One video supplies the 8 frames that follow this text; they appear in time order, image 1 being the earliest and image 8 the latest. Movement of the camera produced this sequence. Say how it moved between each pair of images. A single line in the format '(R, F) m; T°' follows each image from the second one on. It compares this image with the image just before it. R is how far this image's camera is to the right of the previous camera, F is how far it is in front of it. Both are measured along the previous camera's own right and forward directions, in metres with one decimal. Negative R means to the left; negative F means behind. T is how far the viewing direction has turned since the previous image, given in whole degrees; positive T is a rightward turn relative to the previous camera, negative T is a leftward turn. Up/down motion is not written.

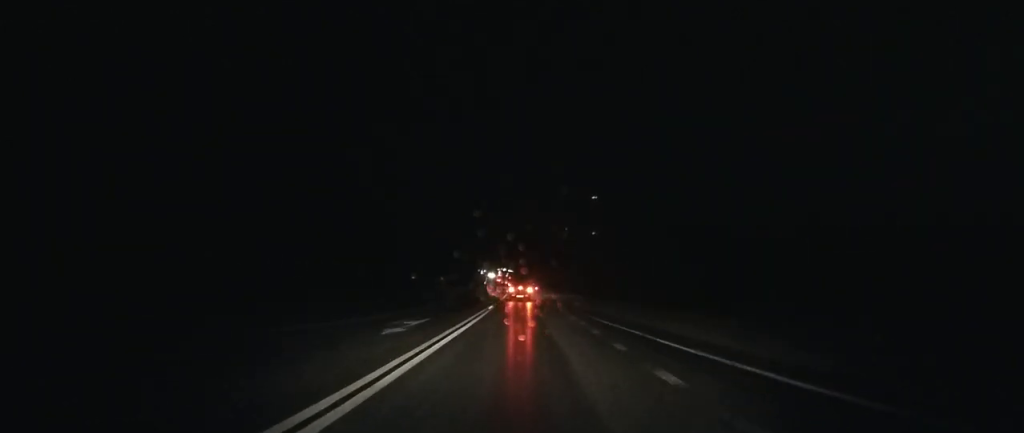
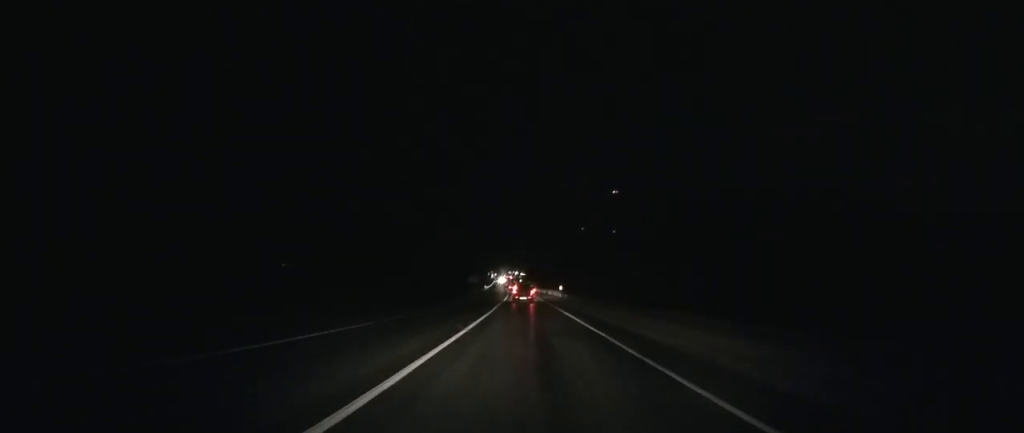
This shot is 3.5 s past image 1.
(0.0, +70.2) m; 0°
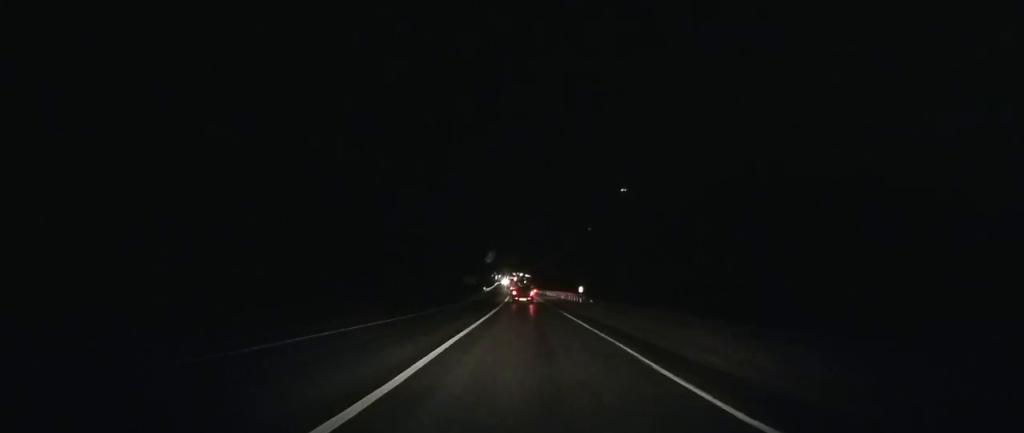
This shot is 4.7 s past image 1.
(+0.1, +24.2) m; 0°
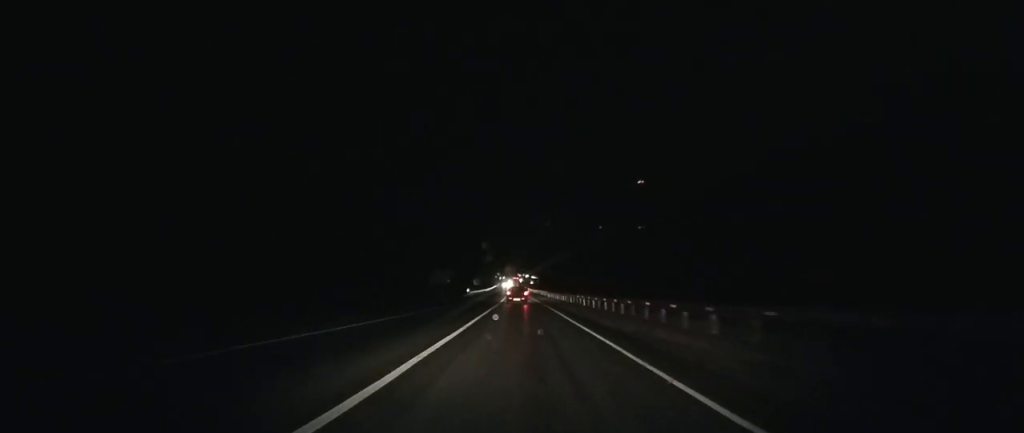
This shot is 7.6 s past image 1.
(-0.4, +58.8) m; 0°
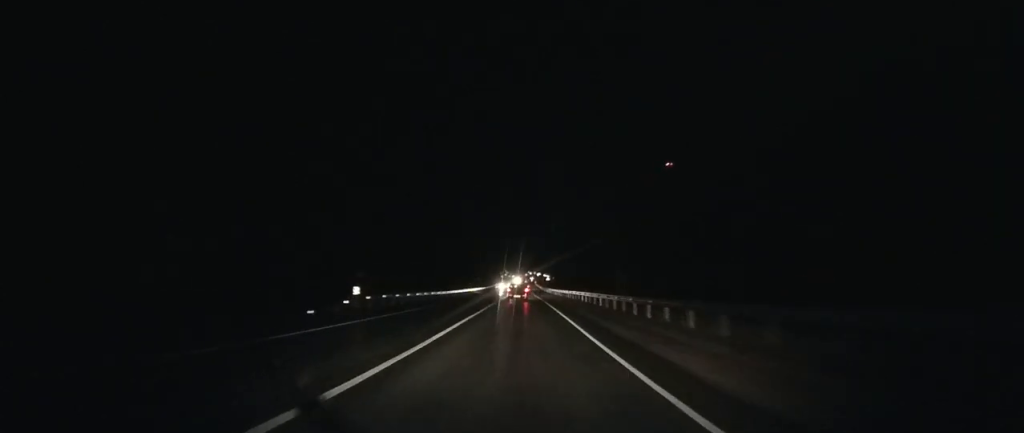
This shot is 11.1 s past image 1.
(+0.3, +74.0) m; 0°
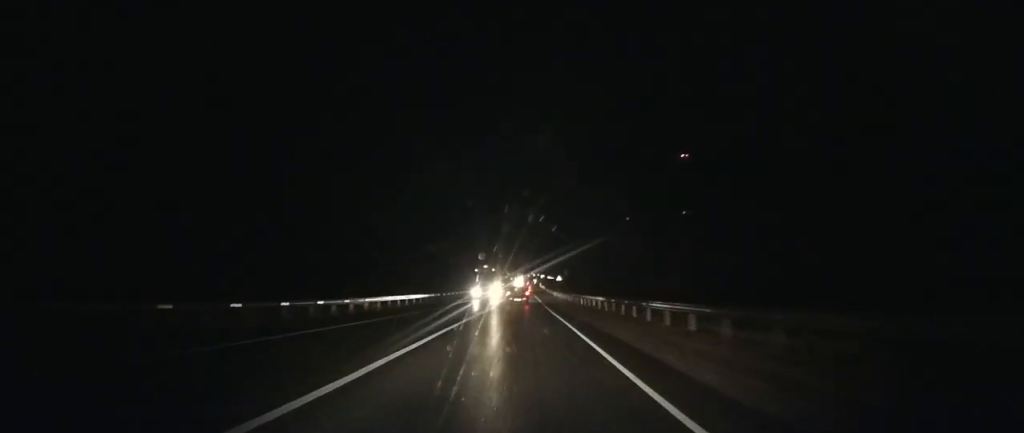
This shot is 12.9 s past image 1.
(+0.2, +40.3) m; 0°
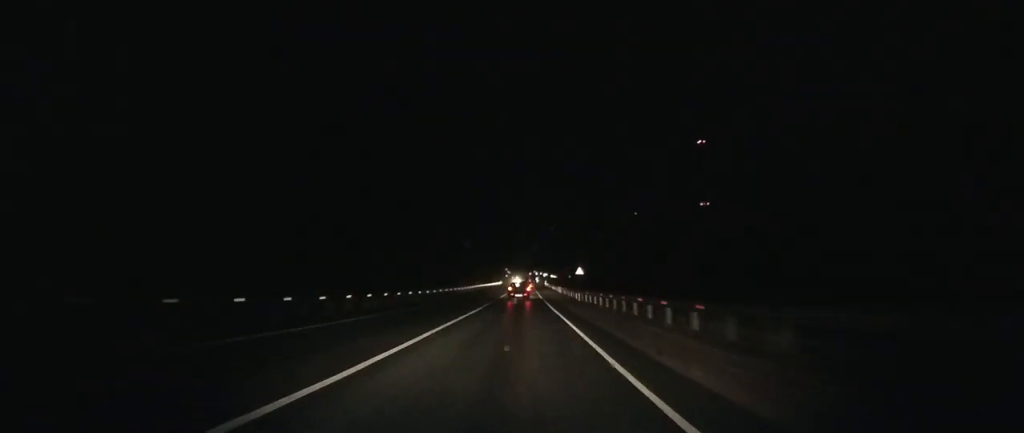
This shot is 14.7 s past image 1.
(-0.3, +40.2) m; -1°
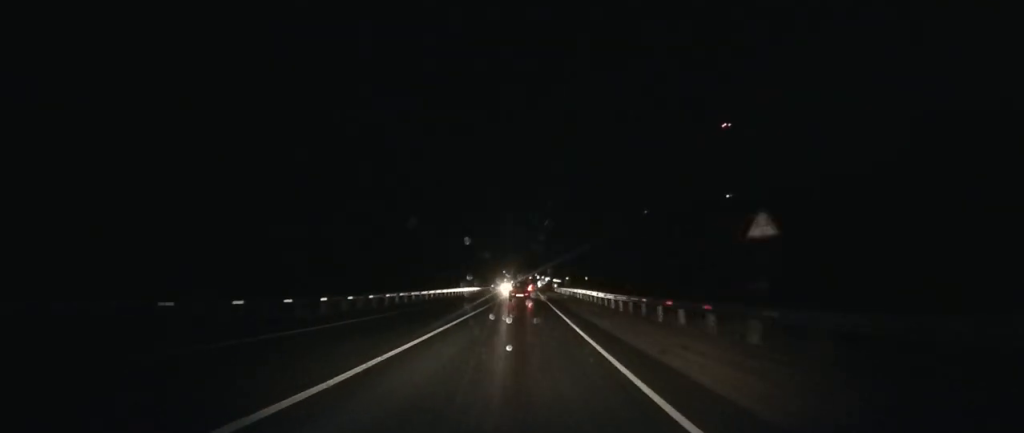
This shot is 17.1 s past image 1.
(-0.4, +53.0) m; 0°
